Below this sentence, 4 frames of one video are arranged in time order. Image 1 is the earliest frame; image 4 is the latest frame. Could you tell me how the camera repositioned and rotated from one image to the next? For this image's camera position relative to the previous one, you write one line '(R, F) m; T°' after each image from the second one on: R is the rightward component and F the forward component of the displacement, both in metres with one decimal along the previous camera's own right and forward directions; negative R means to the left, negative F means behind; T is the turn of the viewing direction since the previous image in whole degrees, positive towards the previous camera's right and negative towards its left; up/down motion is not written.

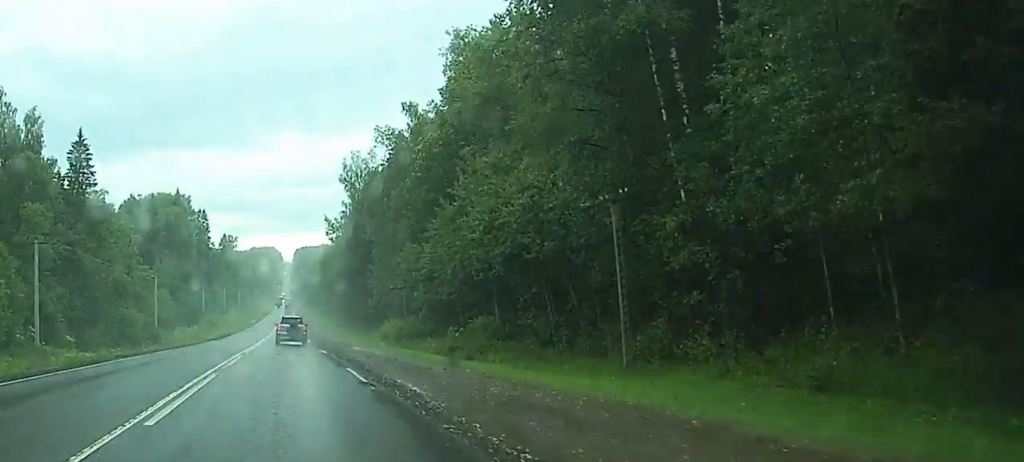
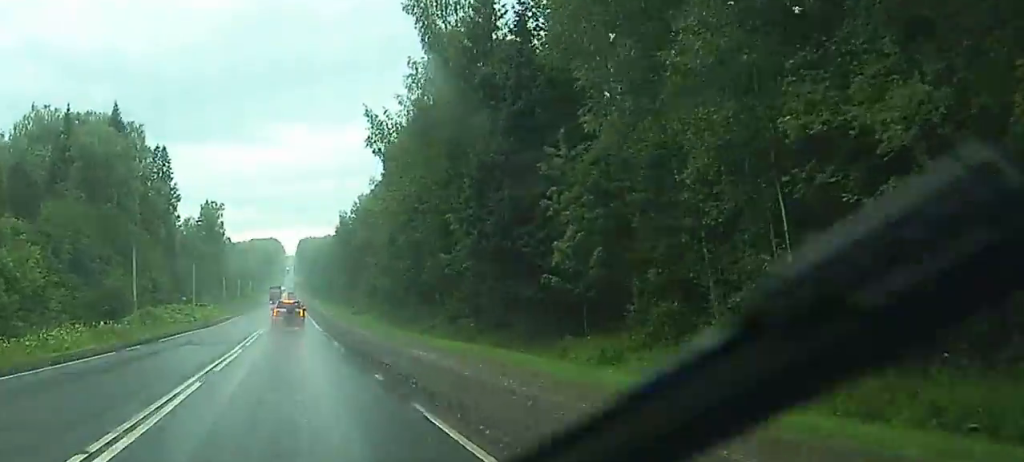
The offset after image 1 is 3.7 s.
(-3.1, +77.2) m; -4°
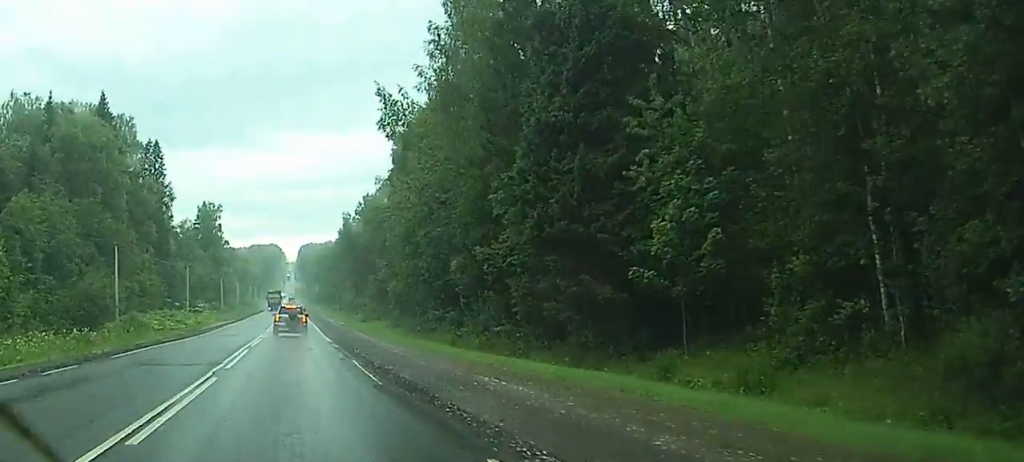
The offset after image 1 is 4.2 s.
(+0.1, +9.8) m; 0°
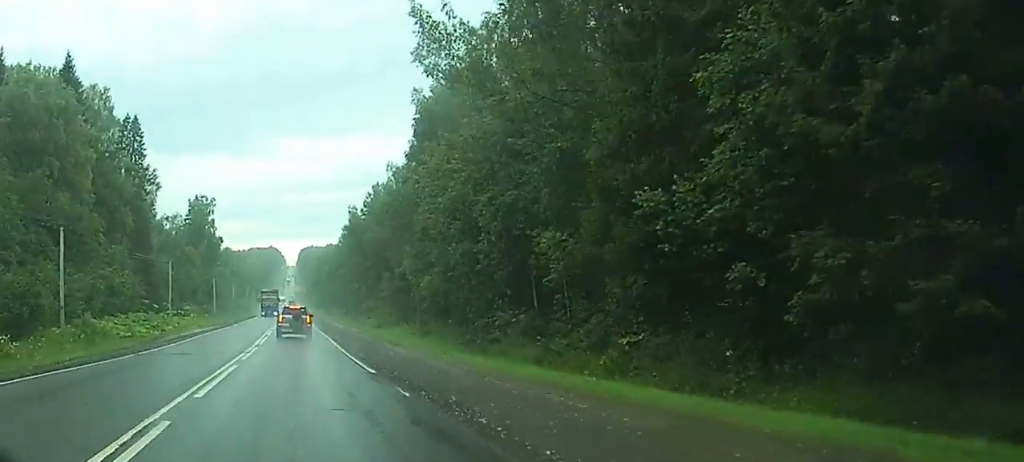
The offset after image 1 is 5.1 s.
(-0.1, +19.5) m; -1°
